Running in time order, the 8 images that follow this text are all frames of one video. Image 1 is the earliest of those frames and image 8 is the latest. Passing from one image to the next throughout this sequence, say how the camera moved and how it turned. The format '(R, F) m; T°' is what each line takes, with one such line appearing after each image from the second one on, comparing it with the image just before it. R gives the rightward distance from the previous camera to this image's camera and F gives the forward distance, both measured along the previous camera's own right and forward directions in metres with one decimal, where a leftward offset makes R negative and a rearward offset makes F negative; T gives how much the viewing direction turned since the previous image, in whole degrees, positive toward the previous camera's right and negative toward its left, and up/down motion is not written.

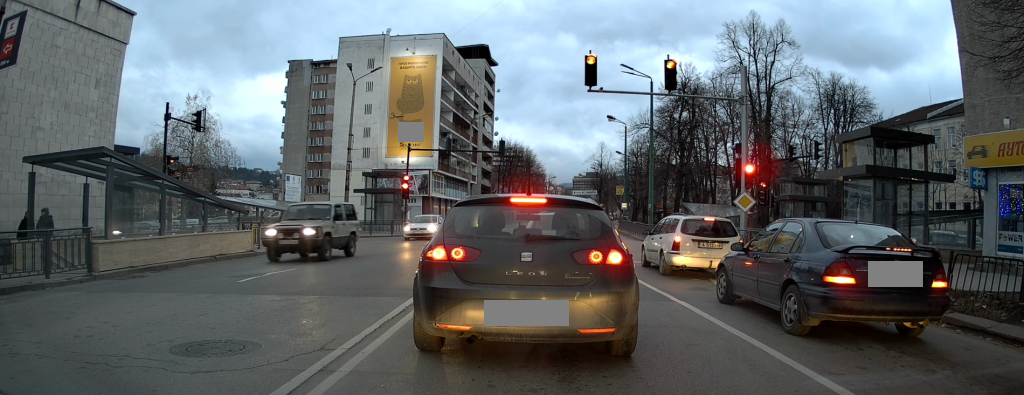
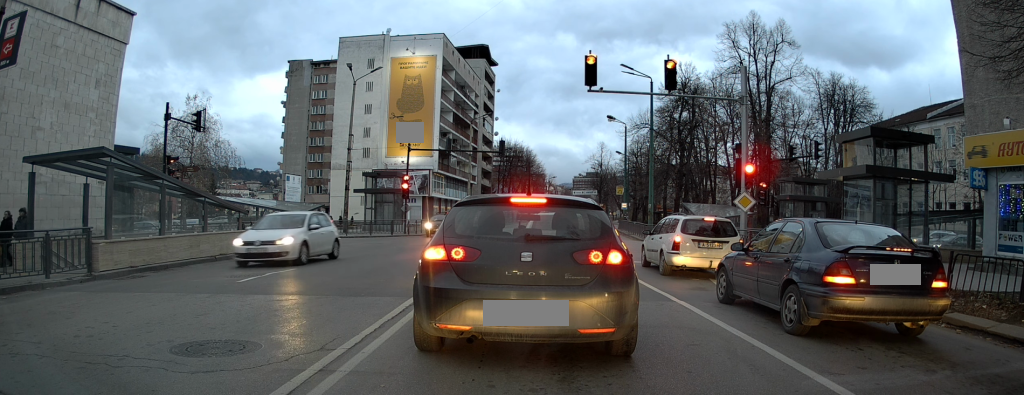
(0.0, 0.0) m; 0°
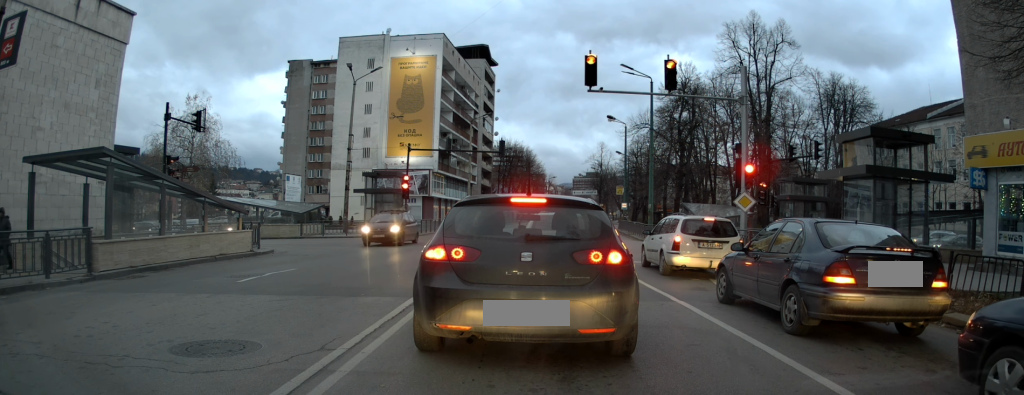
(0.0, 0.0) m; 0°
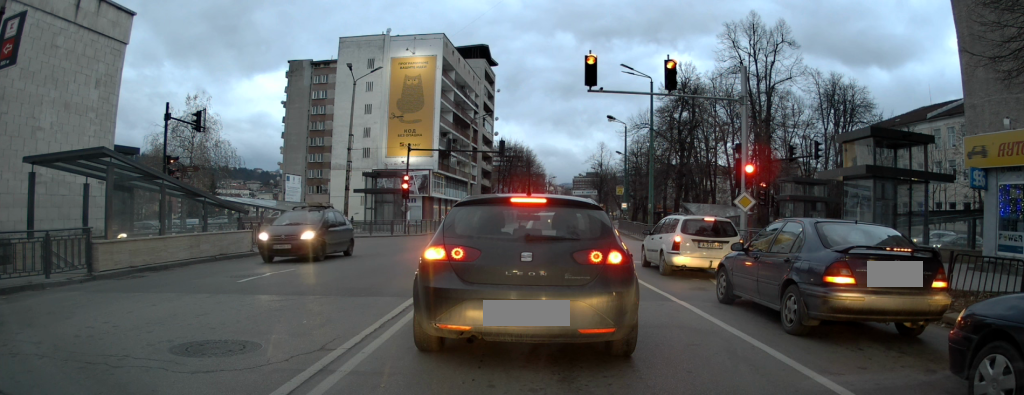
(0.0, 0.0) m; 0°
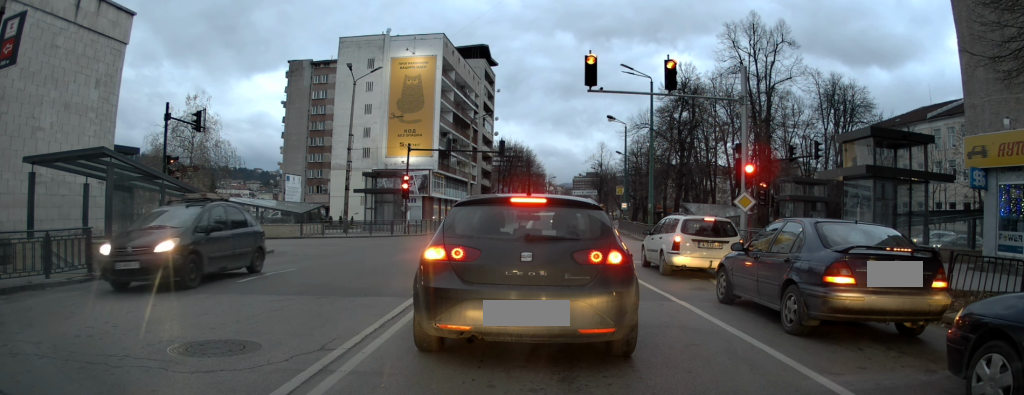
(0.0, 0.0) m; 0°
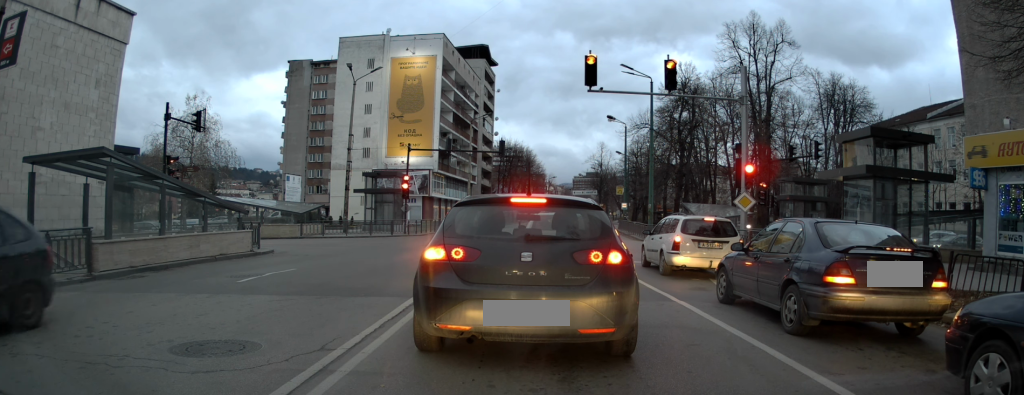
(0.0, 0.0) m; 0°
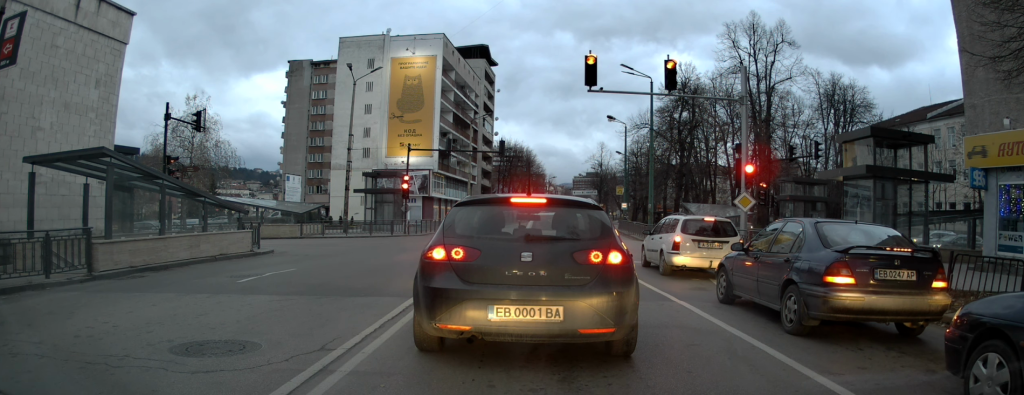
(0.0, 0.0) m; 0°
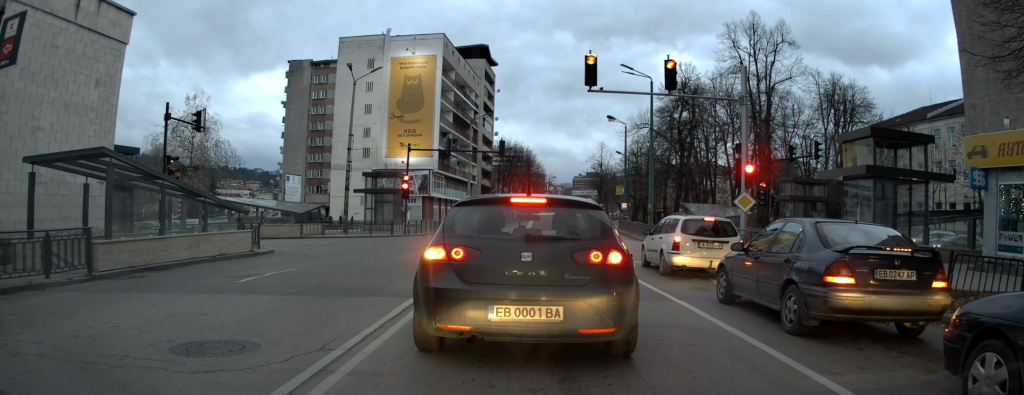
(0.0, 0.0) m; 0°
